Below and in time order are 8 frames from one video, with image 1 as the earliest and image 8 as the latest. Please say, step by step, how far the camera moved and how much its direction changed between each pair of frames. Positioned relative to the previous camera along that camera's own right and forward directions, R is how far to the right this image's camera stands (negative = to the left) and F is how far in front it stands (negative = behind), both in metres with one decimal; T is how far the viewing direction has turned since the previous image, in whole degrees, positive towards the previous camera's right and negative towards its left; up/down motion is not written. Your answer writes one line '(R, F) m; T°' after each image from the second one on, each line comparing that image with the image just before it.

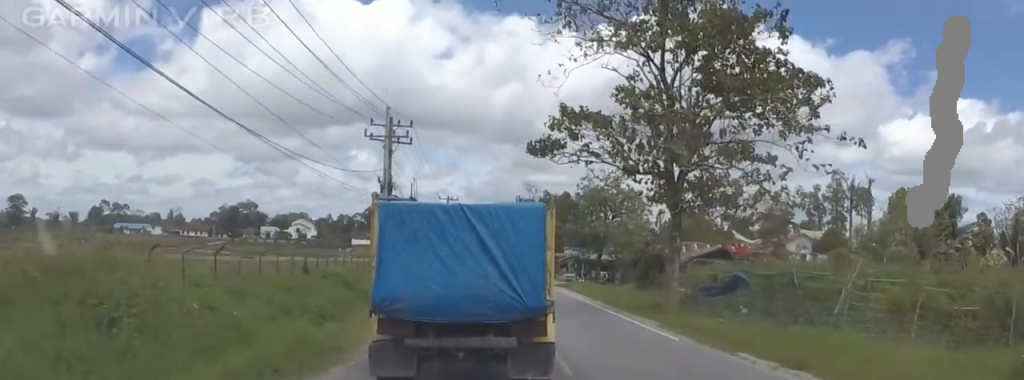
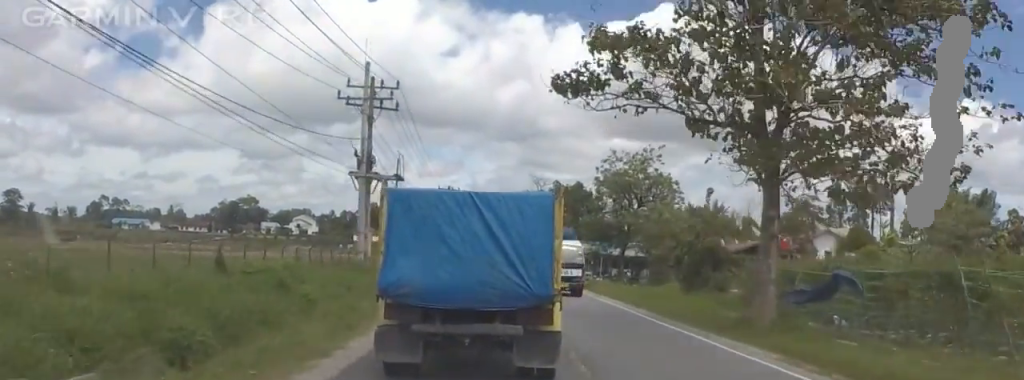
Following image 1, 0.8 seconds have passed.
(-0.1, +10.6) m; +2°
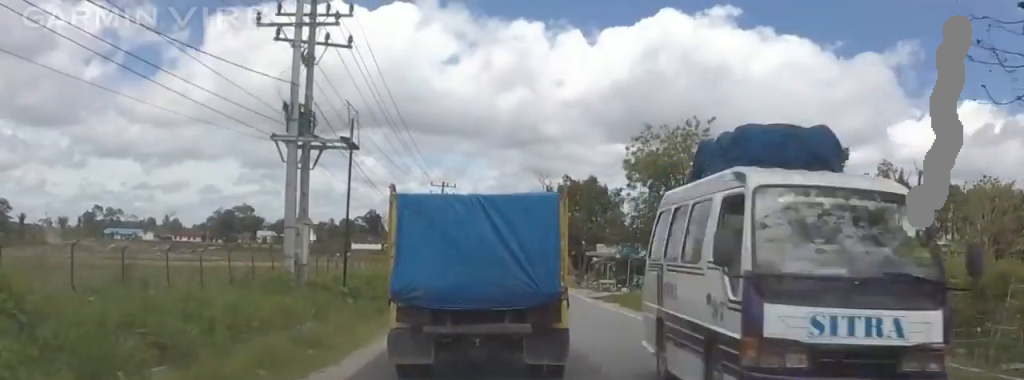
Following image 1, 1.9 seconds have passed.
(+0.5, +14.0) m; -2°
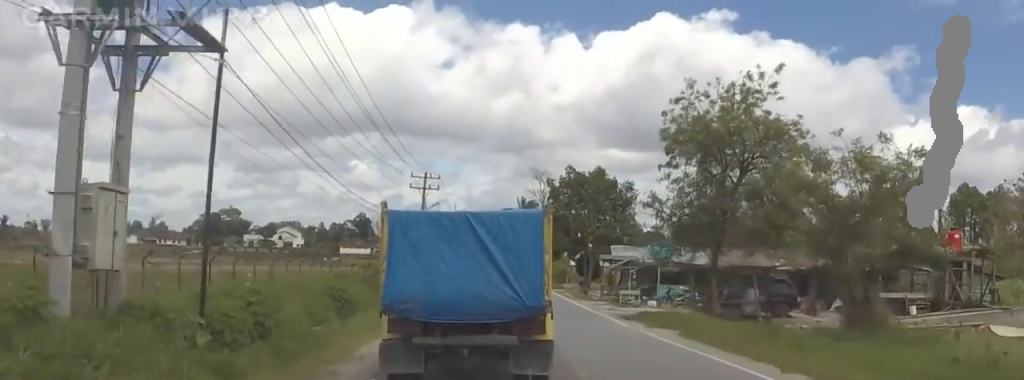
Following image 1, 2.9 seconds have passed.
(-1.0, +13.2) m; -1°
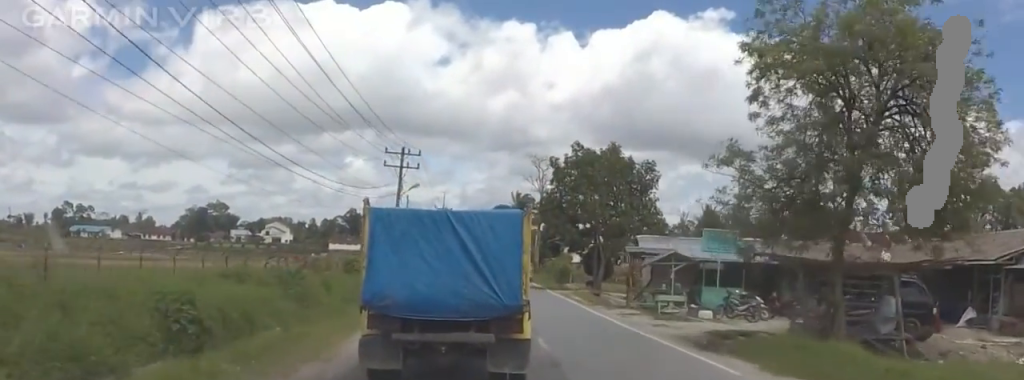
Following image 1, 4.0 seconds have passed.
(+0.9, +13.1) m; 0°
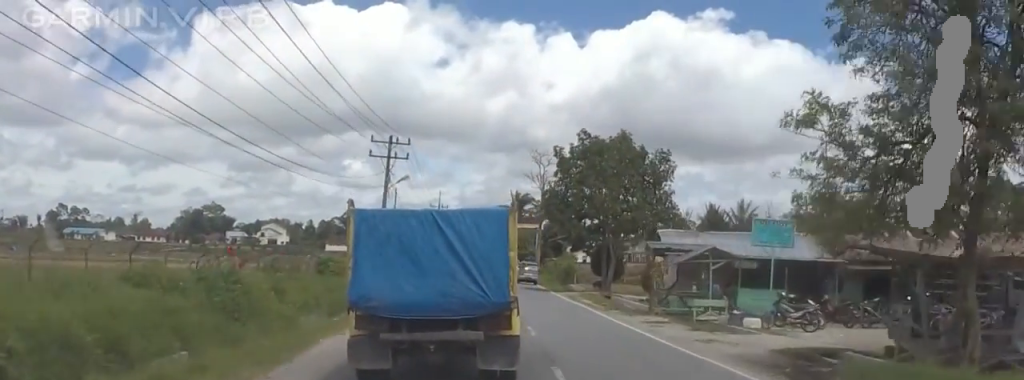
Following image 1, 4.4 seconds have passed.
(-0.2, +6.0) m; 0°
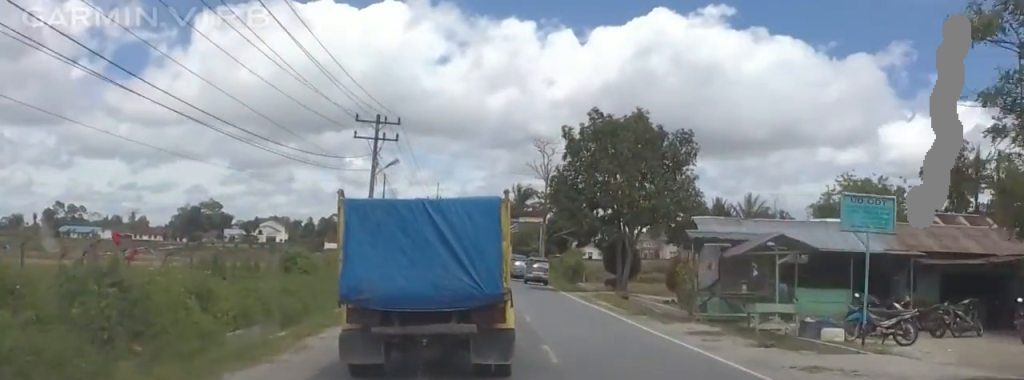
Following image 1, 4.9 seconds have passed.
(-0.7, +6.0) m; 0°
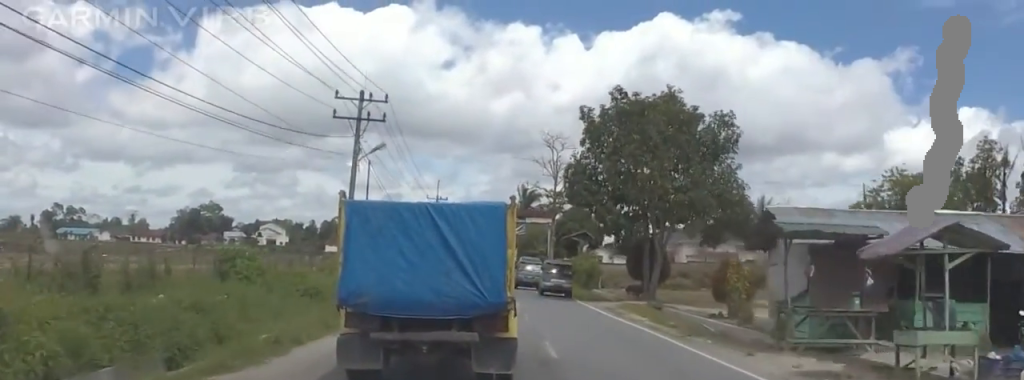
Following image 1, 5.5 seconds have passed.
(+0.3, +7.6) m; 0°
